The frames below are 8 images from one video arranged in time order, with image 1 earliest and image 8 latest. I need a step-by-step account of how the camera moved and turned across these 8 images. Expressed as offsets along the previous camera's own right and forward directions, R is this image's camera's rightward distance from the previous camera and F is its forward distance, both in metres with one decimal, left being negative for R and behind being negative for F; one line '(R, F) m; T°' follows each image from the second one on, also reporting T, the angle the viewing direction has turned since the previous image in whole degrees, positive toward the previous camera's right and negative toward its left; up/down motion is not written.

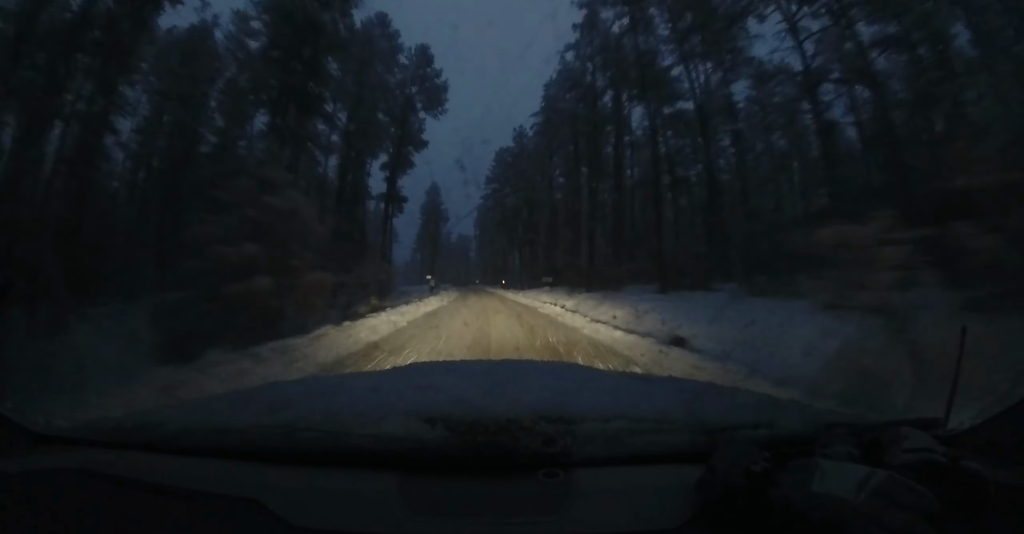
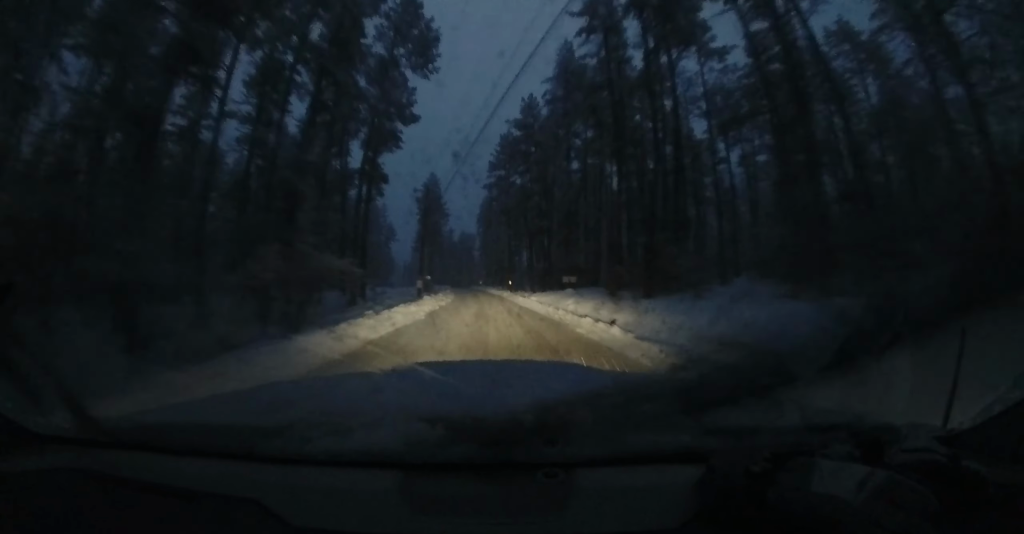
(0.0, +8.2) m; 0°
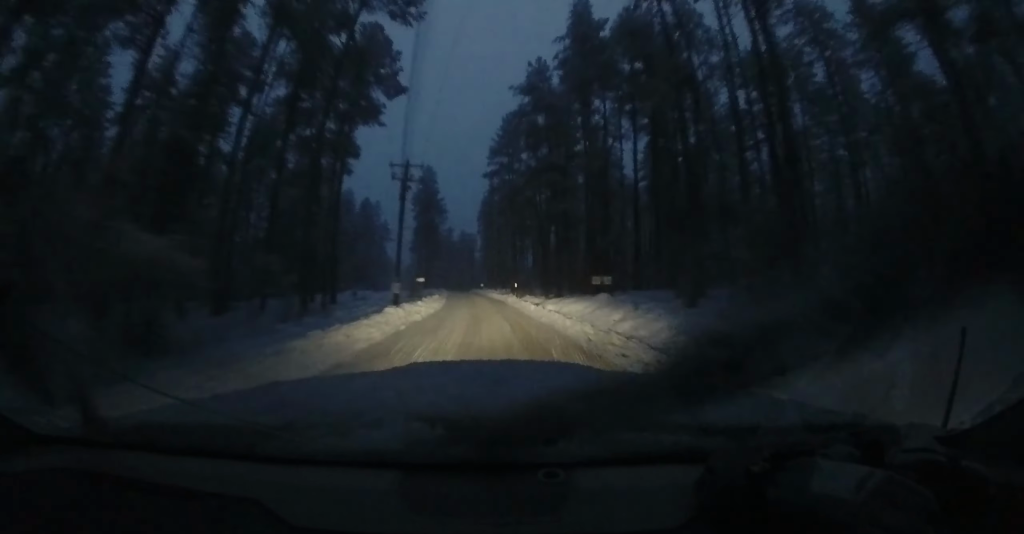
(0.0, +7.5) m; 0°
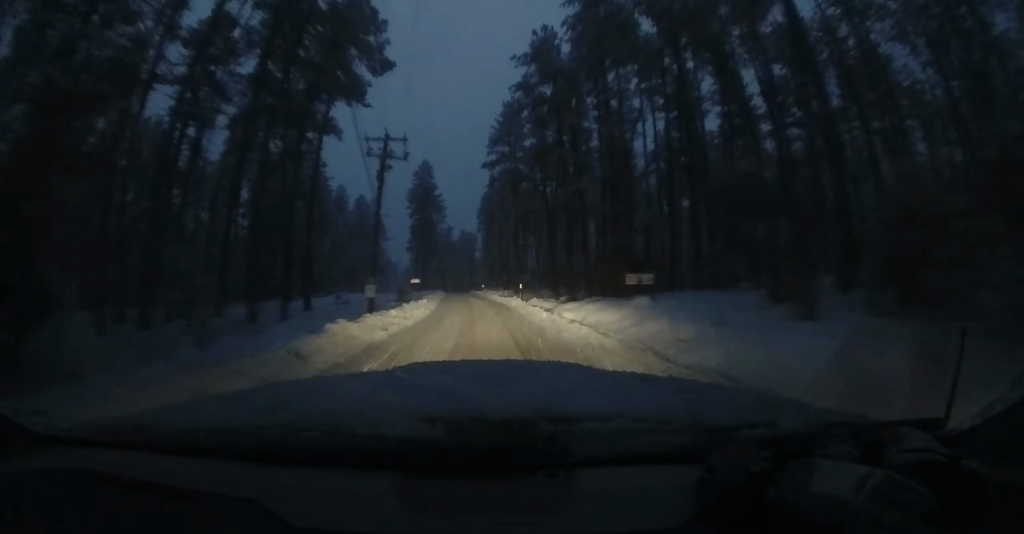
(0.0, +5.2) m; 0°
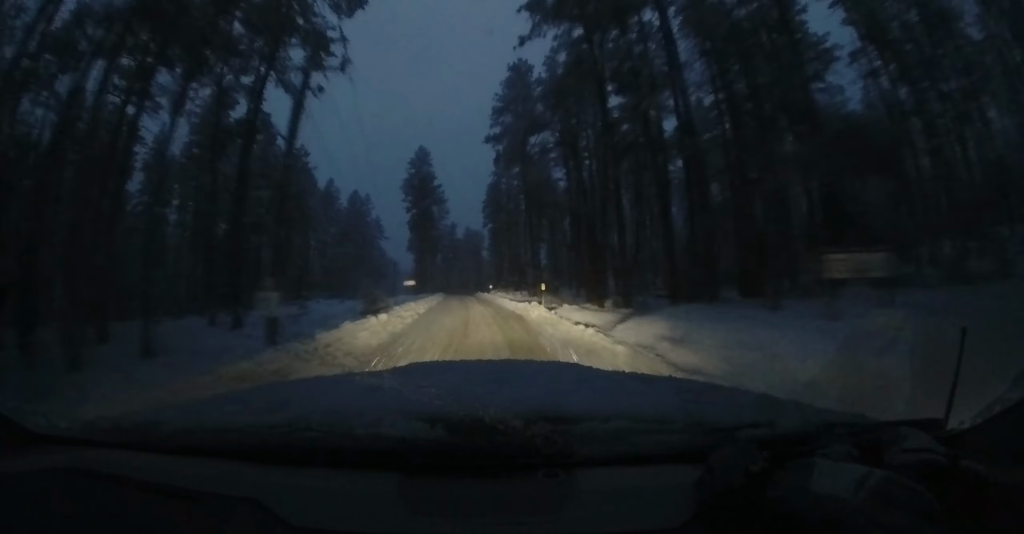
(0.0, +8.9) m; 0°
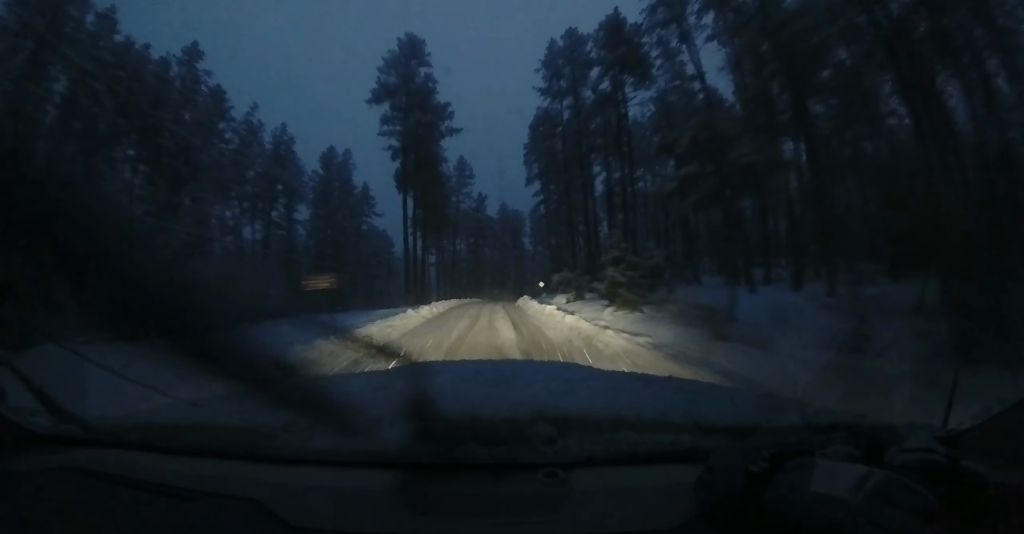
(-3.2, +29.5) m; -13°
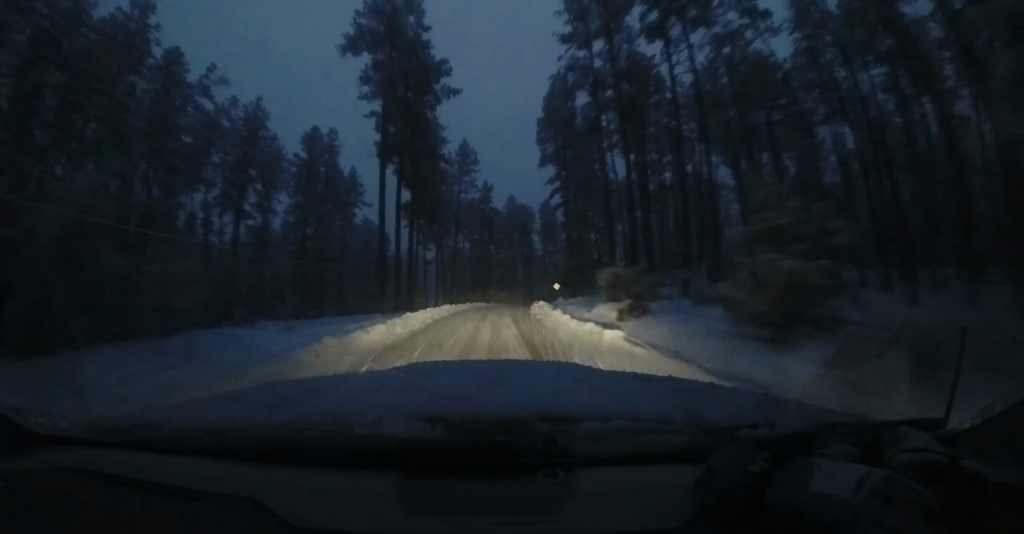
(0.0, +7.5) m; 0°
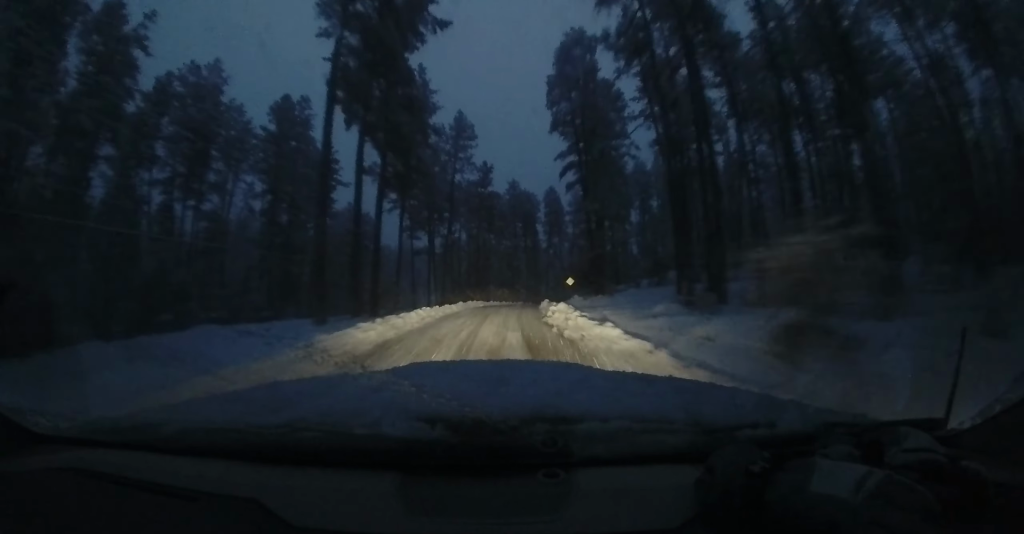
(0.0, +7.1) m; 0°
